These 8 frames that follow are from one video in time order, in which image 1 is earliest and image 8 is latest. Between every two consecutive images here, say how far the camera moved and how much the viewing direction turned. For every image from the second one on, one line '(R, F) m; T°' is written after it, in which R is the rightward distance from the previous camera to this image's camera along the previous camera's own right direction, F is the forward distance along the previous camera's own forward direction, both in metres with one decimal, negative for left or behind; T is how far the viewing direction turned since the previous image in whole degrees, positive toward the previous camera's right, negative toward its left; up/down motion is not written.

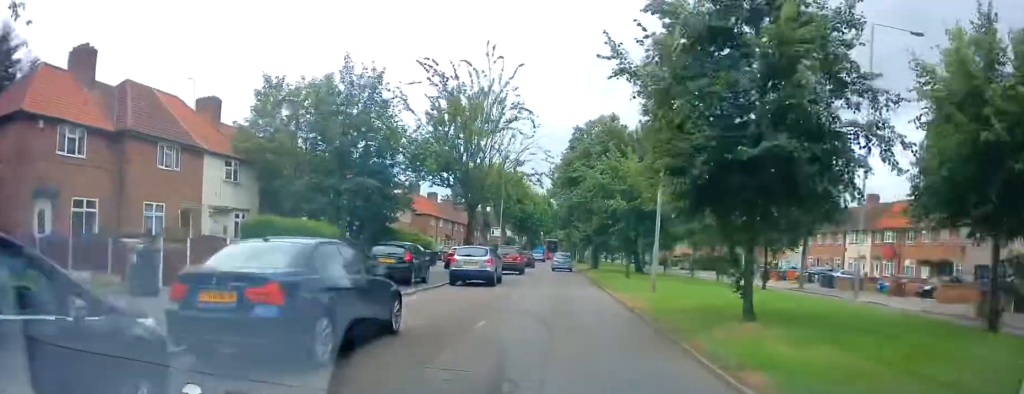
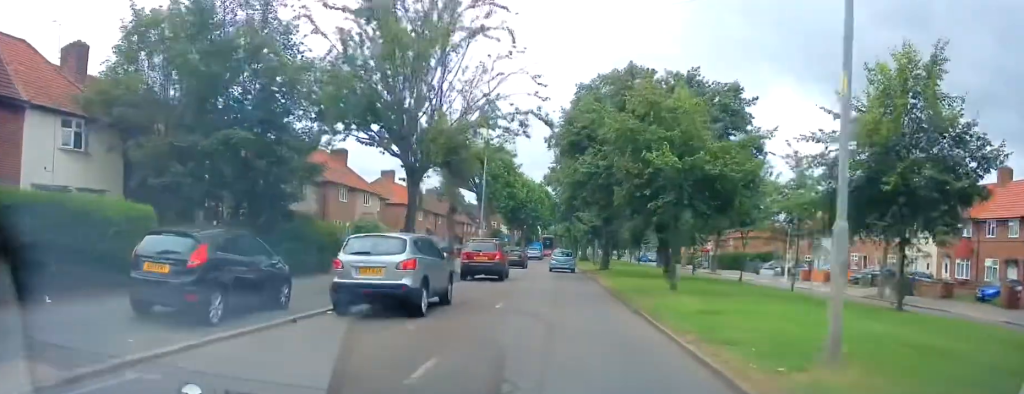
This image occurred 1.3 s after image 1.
(-0.2, +12.0) m; -2°
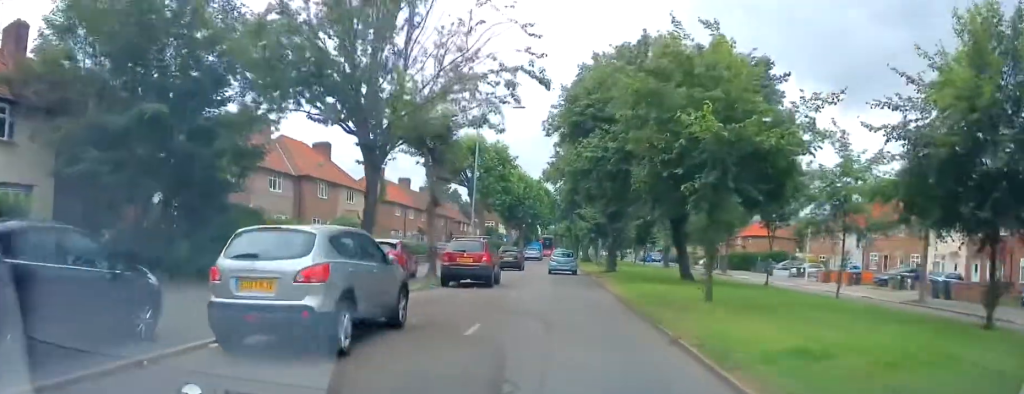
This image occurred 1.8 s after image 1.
(-0.2, +4.4) m; 0°
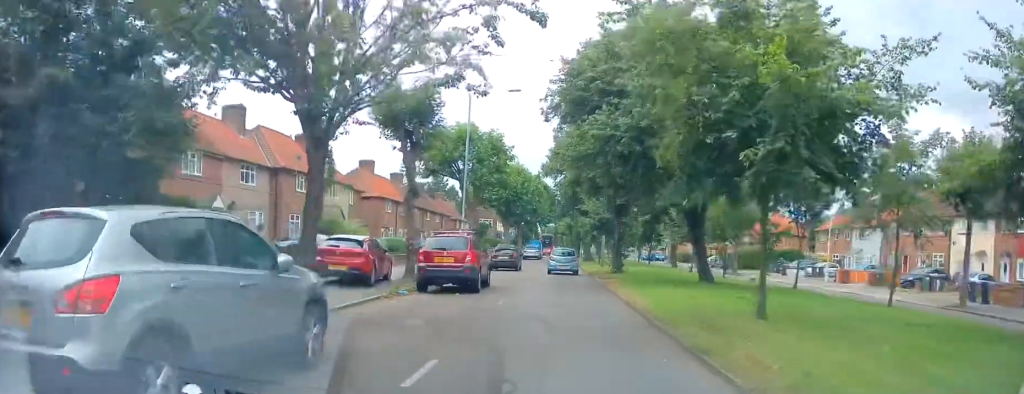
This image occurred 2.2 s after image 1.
(0.0, +3.6) m; +1°
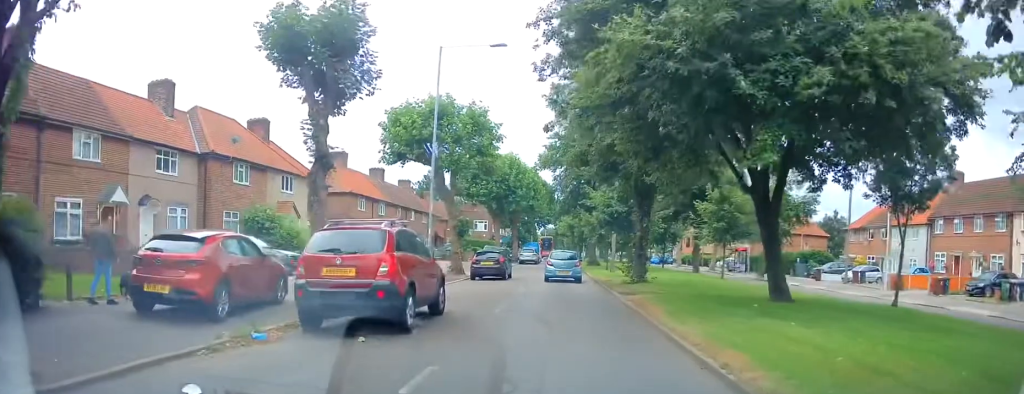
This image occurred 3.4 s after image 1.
(+0.2, +8.0) m; 0°
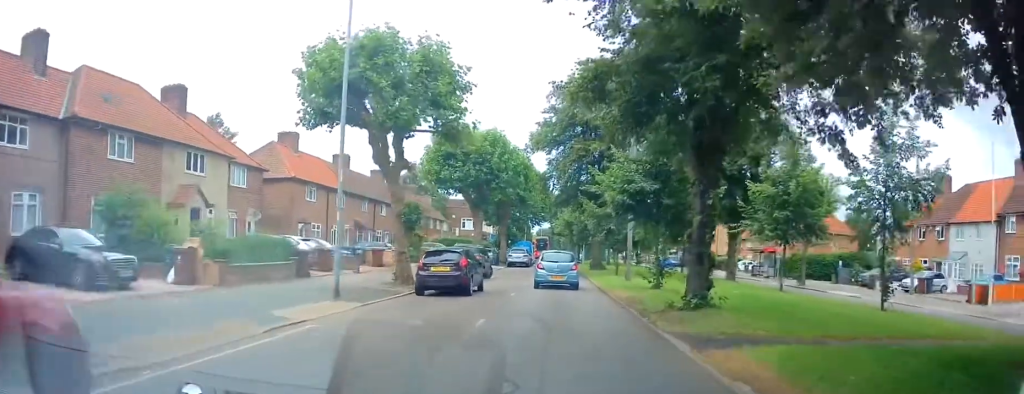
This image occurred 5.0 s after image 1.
(-0.4, +9.8) m; -2°
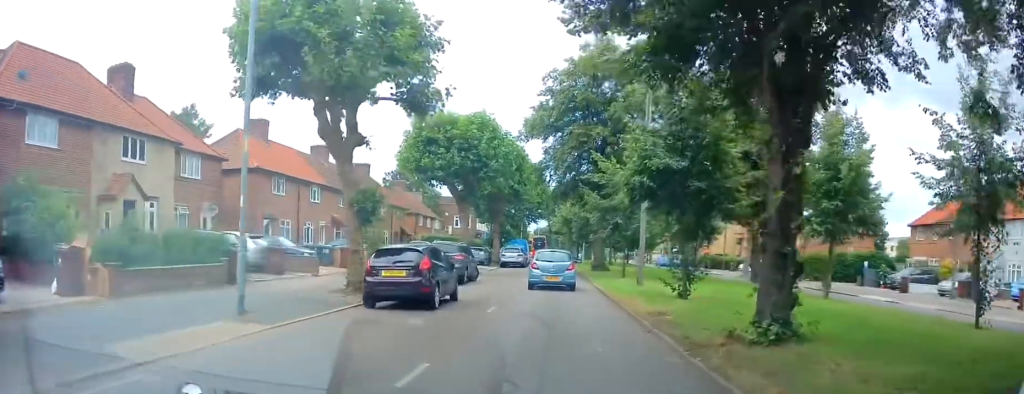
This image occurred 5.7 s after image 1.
(+0.2, +4.3) m; +2°
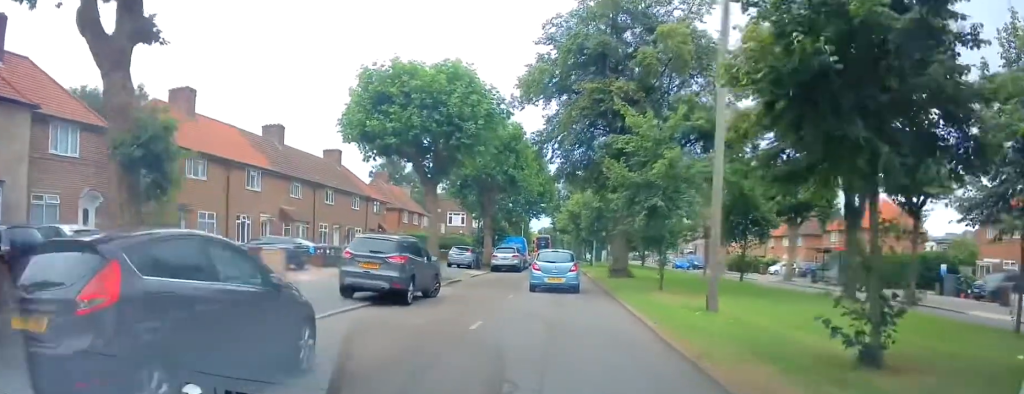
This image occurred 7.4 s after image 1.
(-0.2, +8.5) m; -3°
